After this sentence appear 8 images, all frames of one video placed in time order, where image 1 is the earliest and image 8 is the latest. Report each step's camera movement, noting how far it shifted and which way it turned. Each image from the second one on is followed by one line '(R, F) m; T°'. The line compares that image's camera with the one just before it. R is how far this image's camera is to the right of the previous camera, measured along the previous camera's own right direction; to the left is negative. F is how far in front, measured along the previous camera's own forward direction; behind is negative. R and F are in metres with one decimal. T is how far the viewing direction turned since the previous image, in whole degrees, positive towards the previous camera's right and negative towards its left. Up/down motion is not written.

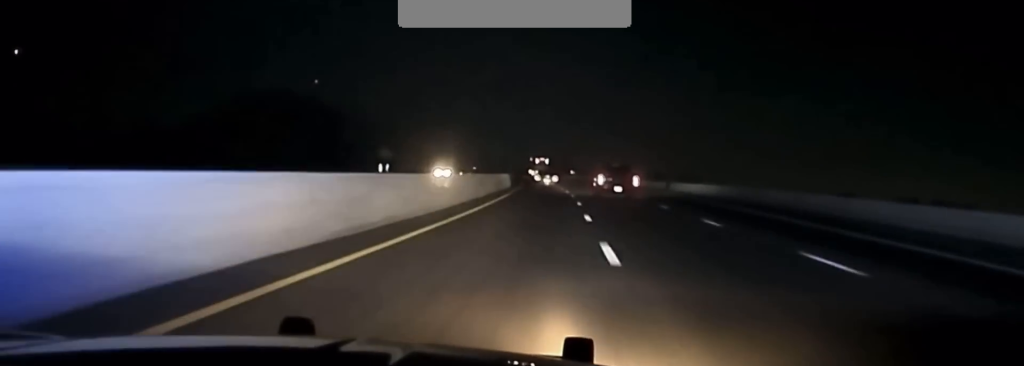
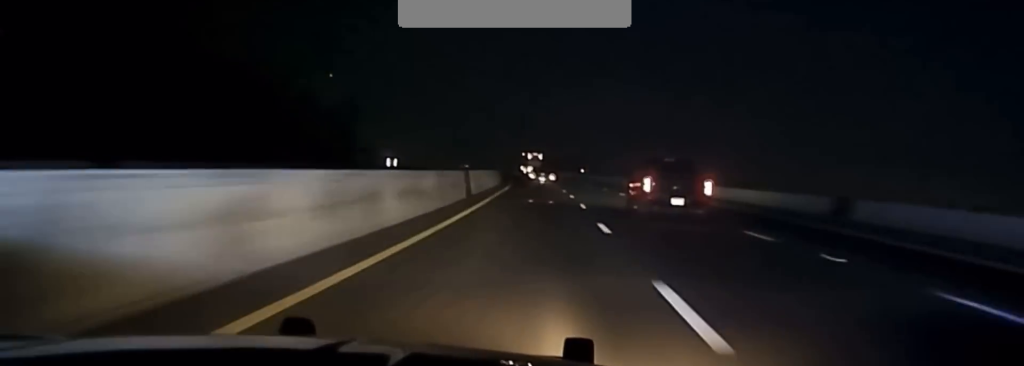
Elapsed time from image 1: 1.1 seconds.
(-0.3, +45.1) m; -1°
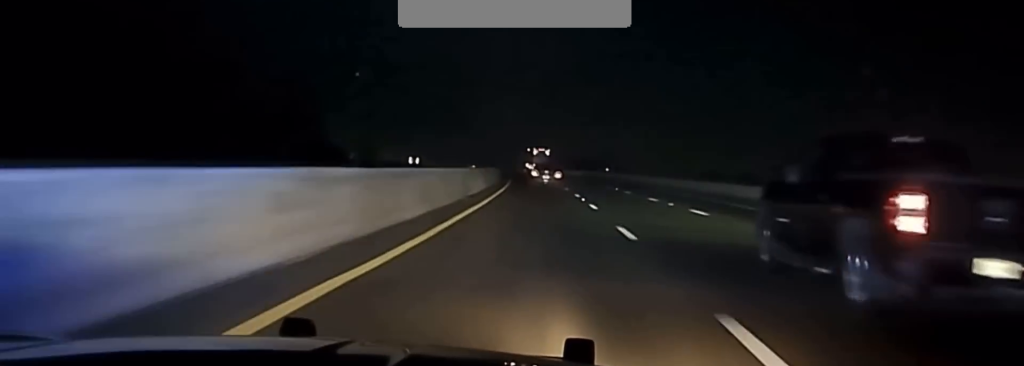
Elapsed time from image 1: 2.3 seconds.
(-0.5, +46.0) m; -1°
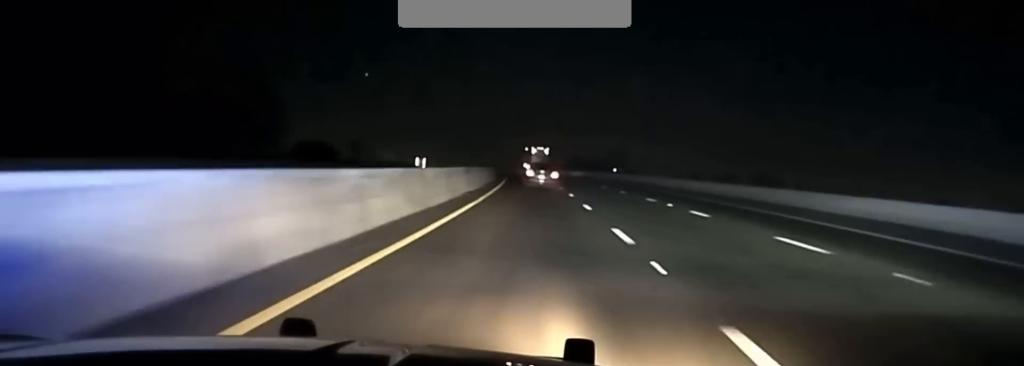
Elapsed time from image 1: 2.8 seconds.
(-0.1, +24.6) m; -1°
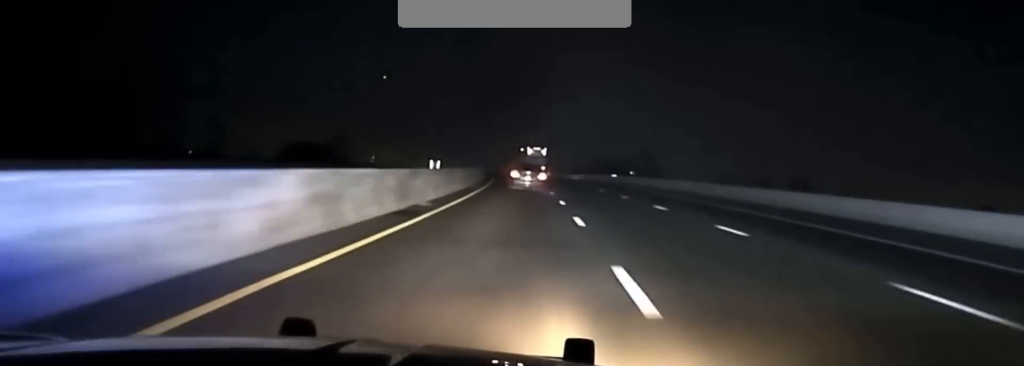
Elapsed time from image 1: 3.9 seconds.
(-0.5, +47.7) m; -1°
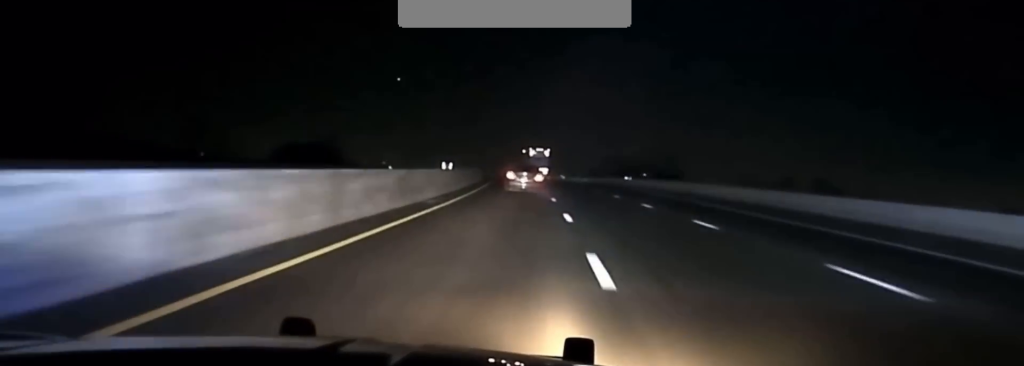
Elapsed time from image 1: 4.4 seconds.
(-0.1, +26.4) m; 0°
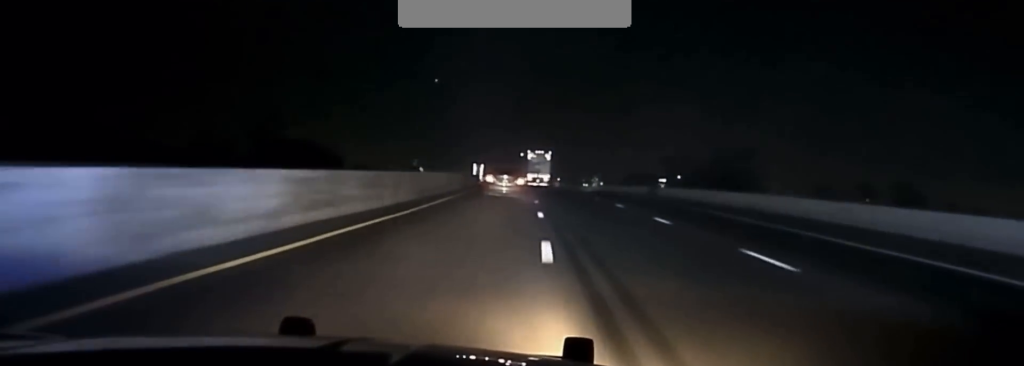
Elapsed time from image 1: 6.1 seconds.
(-1.0, +80.0) m; -2°
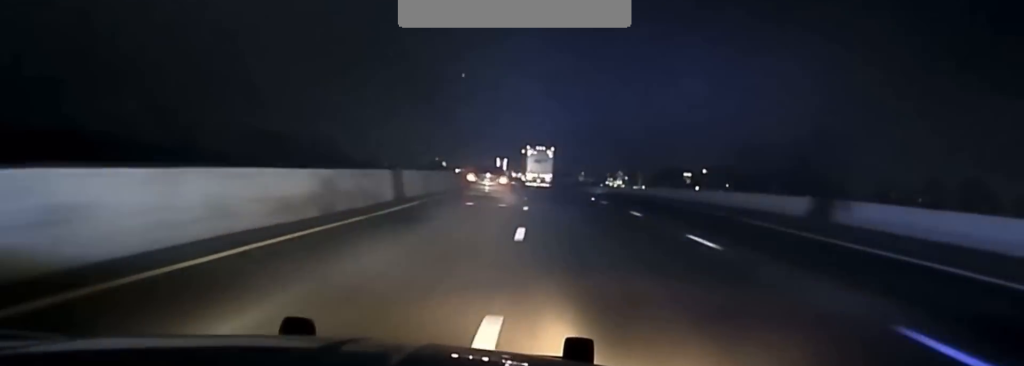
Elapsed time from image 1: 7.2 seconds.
(-1.0, +47.5) m; -2°
